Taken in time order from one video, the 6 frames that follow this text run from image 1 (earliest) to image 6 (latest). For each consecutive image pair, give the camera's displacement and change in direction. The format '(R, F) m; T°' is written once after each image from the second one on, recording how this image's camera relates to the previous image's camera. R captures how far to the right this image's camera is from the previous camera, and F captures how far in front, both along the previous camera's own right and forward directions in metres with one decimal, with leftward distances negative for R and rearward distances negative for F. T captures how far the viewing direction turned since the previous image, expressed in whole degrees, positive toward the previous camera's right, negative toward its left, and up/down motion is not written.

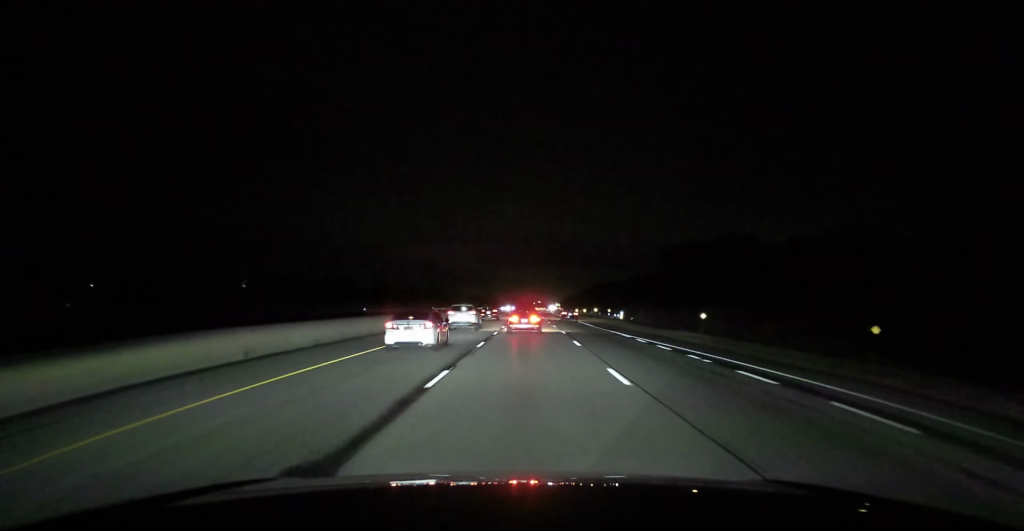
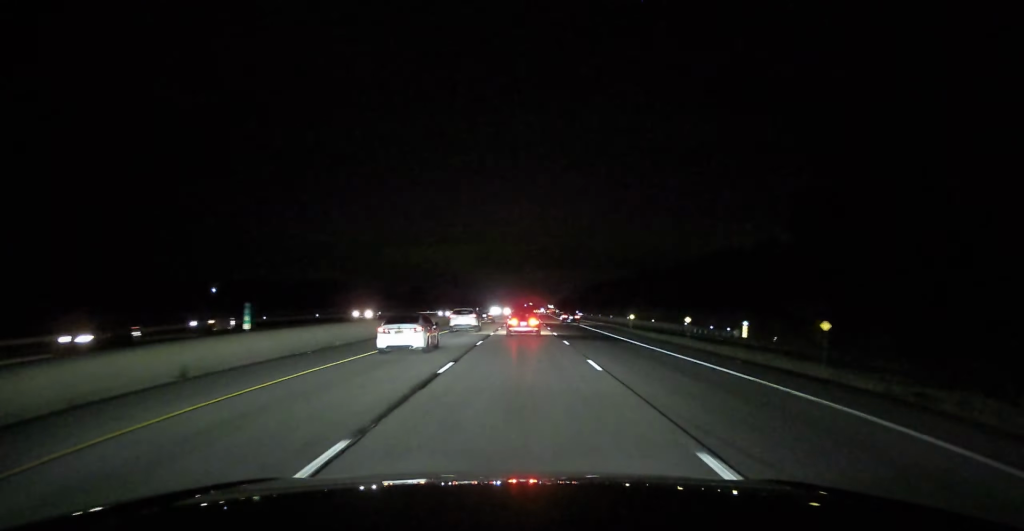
(+0.4, +79.9) m; +1°
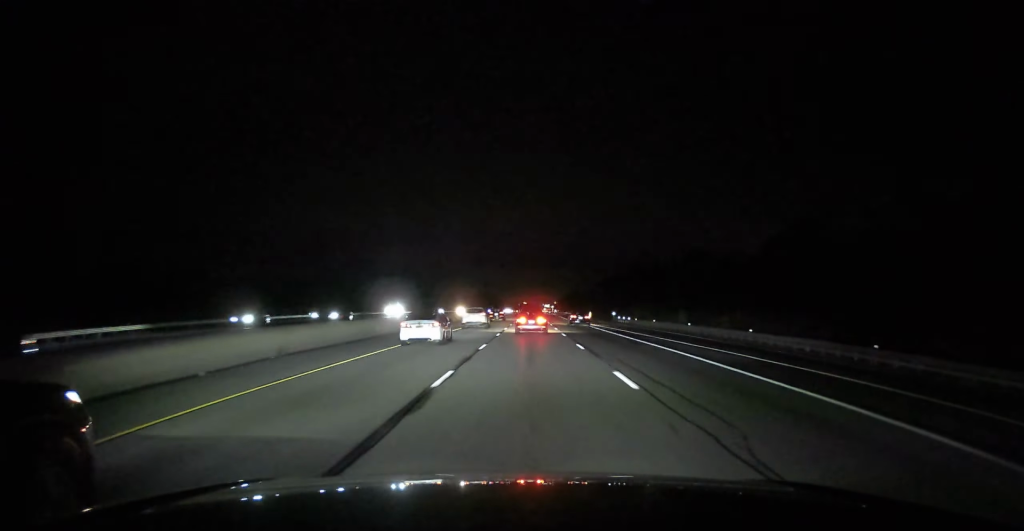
(+0.7, +99.7) m; +1°
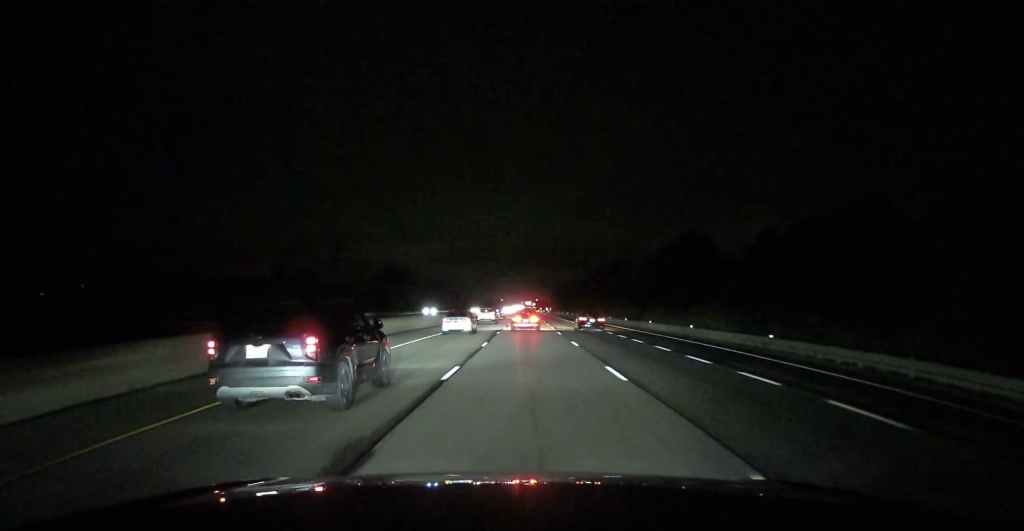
(+3.0, +194.0) m; +1°
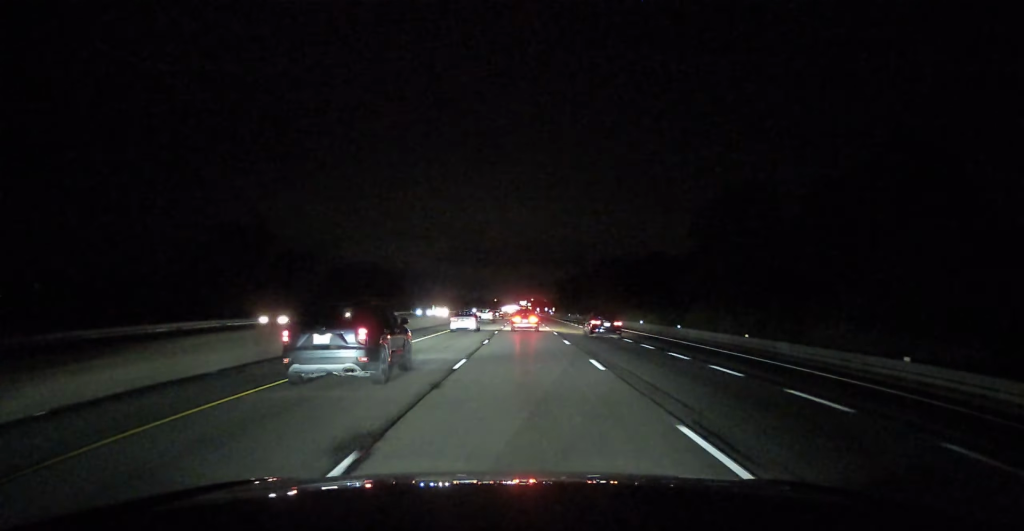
(+0.4, +84.3) m; 0°
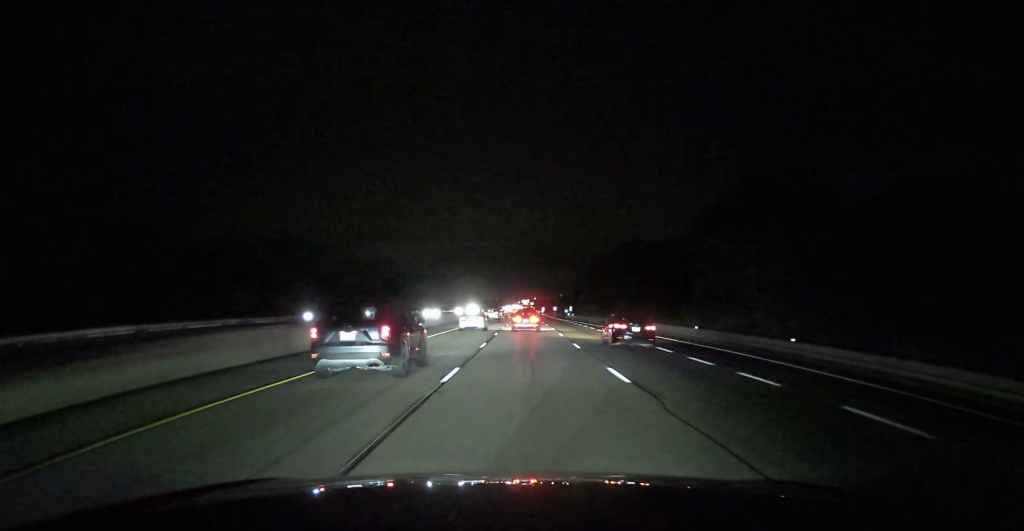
(0.0, +76.0) m; 0°
